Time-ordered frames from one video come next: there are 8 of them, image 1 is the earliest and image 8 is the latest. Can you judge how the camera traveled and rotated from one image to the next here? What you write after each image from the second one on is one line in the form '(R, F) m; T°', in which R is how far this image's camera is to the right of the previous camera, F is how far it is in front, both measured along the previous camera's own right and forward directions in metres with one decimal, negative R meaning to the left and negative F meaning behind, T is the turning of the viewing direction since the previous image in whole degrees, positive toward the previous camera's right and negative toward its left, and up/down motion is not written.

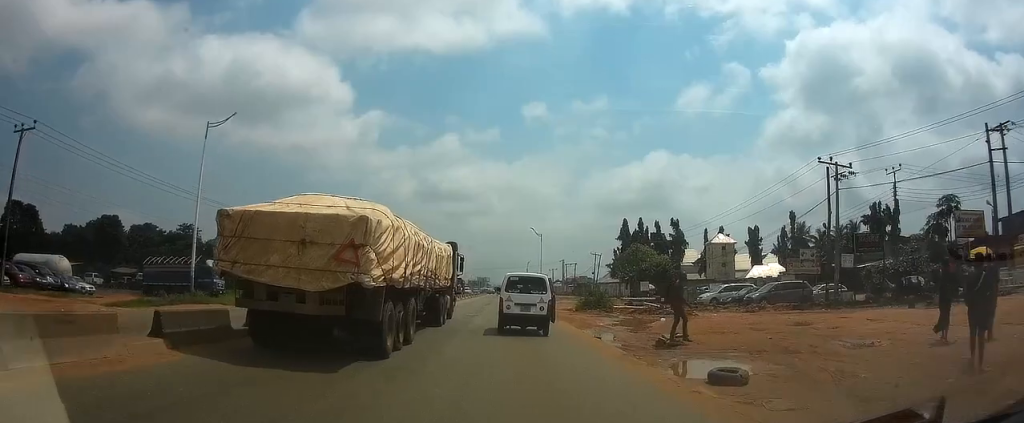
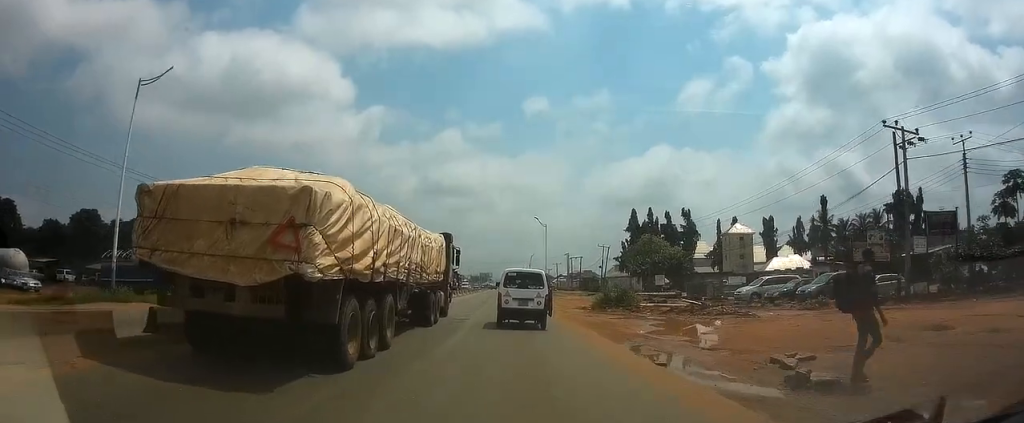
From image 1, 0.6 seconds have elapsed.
(0.0, +7.2) m; 0°
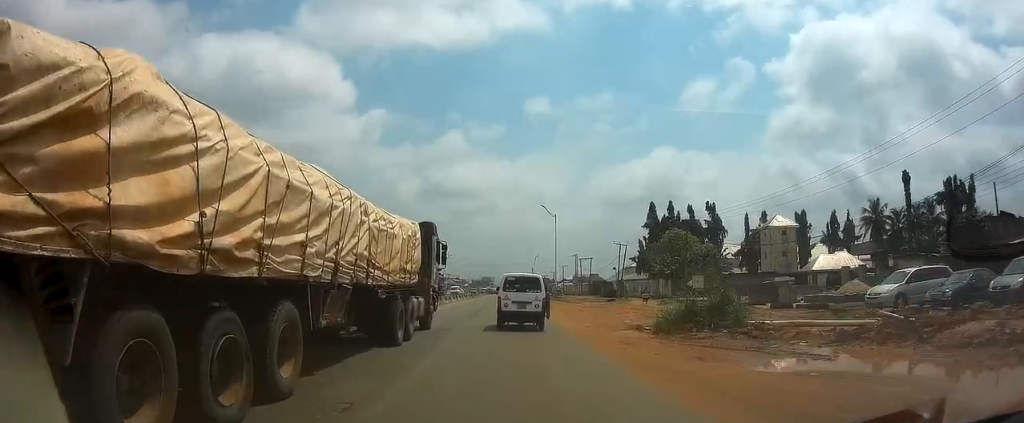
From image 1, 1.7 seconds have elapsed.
(-0.1, +15.1) m; 0°
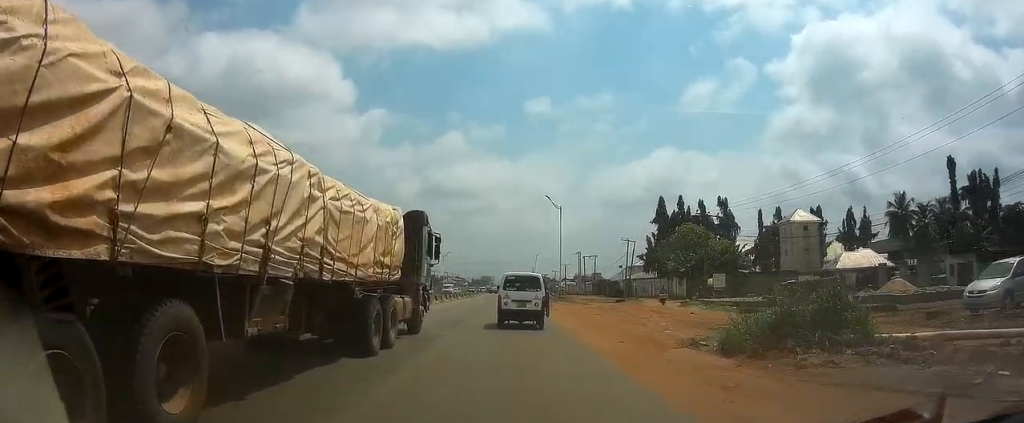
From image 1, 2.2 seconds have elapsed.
(0.0, +6.6) m; 0°
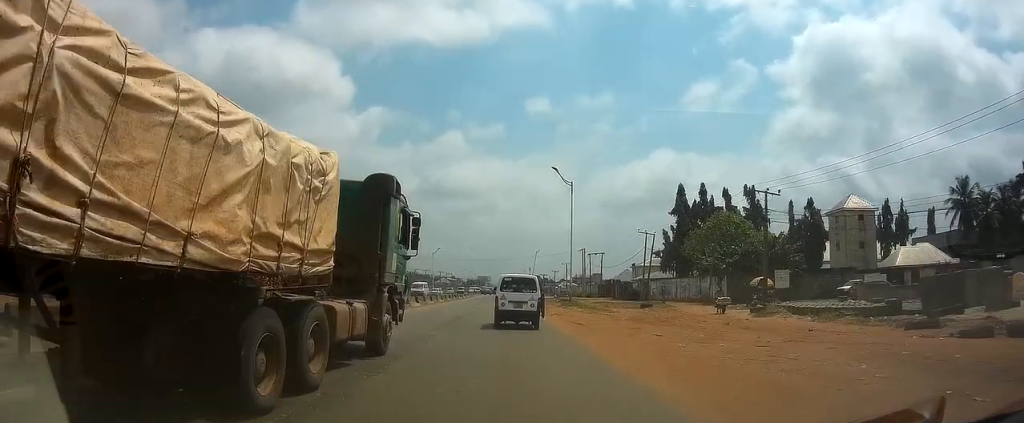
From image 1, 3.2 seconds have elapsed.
(0.0, +14.0) m; 0°
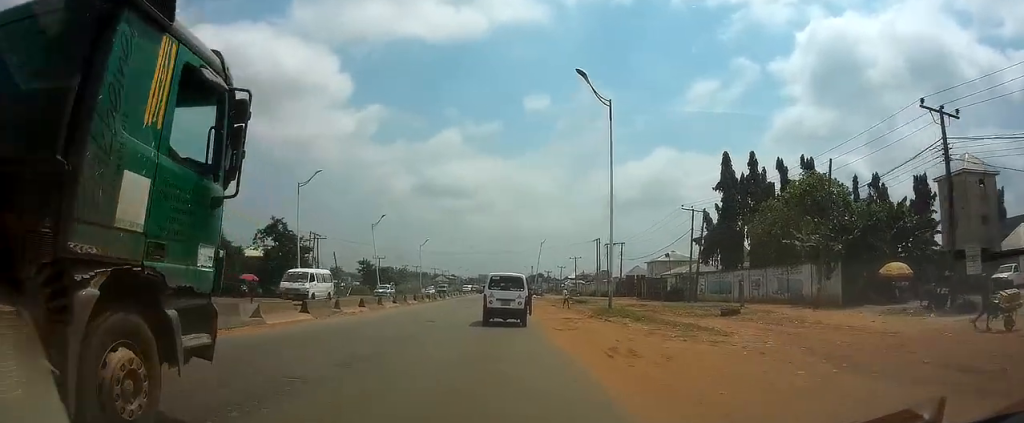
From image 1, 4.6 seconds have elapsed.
(0.0, +19.9) m; -1°
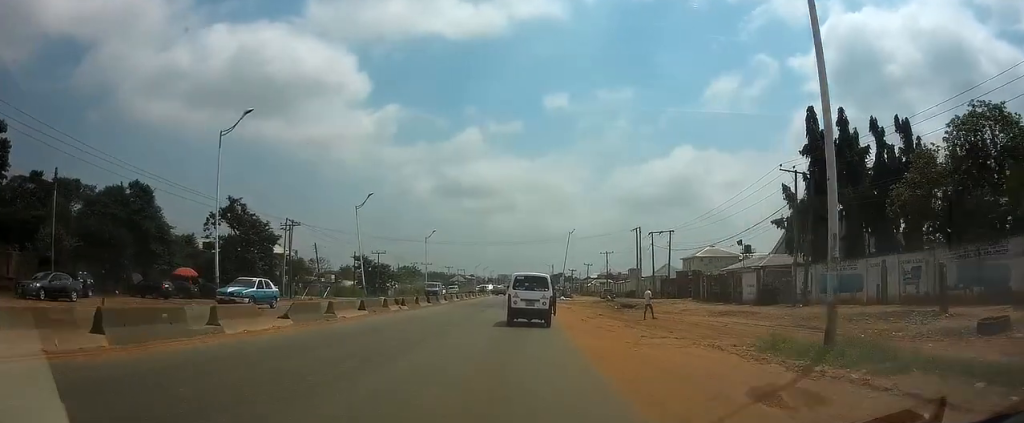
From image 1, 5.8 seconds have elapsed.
(-0.3, +17.9) m; -1°
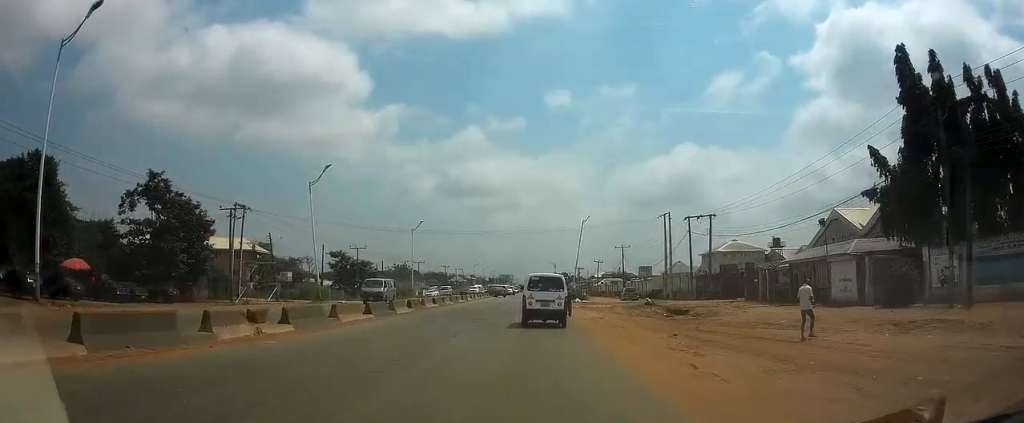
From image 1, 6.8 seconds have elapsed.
(-0.1, +15.0) m; 0°
